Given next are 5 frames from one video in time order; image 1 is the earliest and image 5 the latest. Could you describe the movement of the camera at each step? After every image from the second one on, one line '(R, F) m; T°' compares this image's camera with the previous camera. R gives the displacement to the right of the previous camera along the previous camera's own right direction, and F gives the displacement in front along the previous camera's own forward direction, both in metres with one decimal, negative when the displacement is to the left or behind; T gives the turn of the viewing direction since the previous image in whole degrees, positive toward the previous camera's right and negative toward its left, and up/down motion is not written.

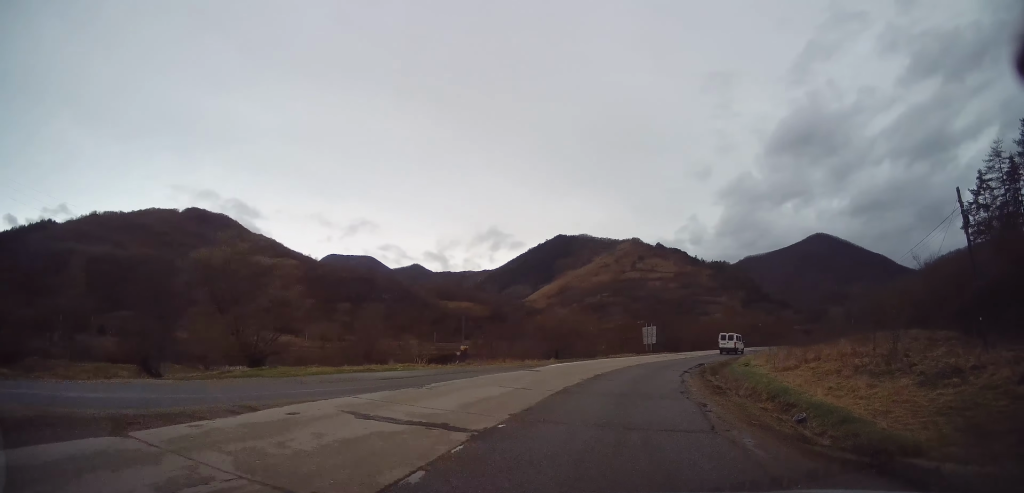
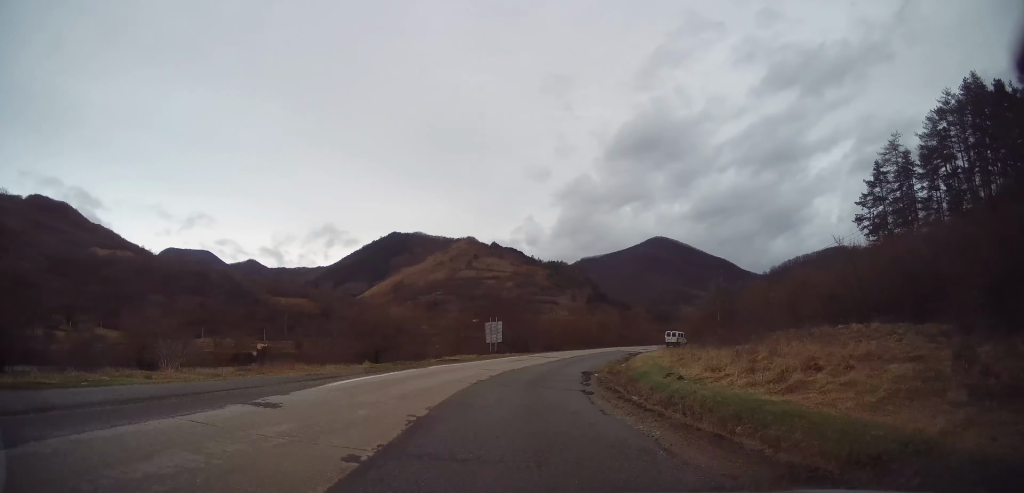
(+2.3, +12.3) m; +13°
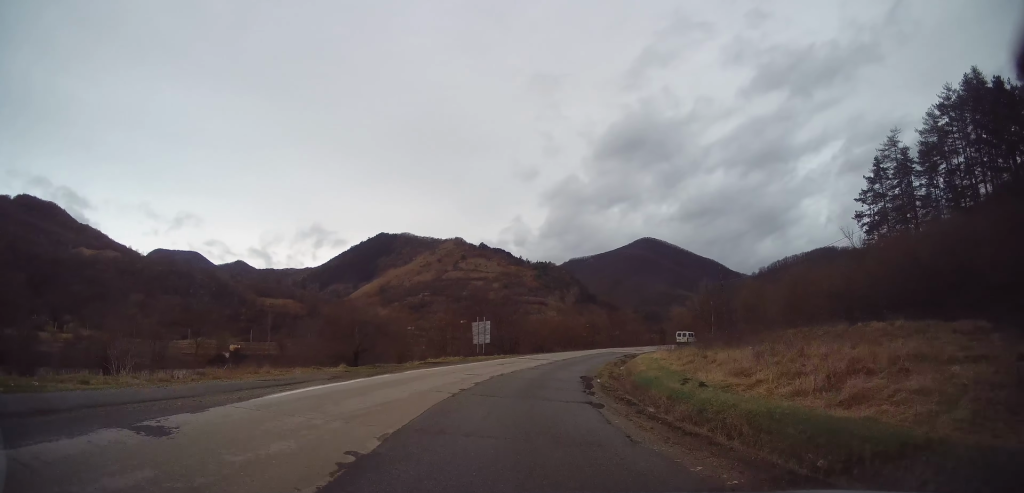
(0.0, +3.1) m; -1°
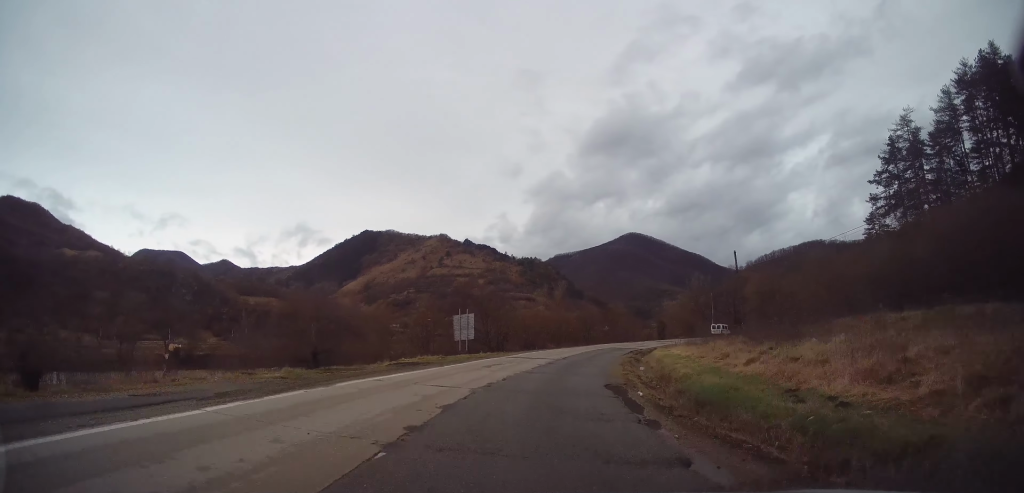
(-0.1, +7.4) m; +4°
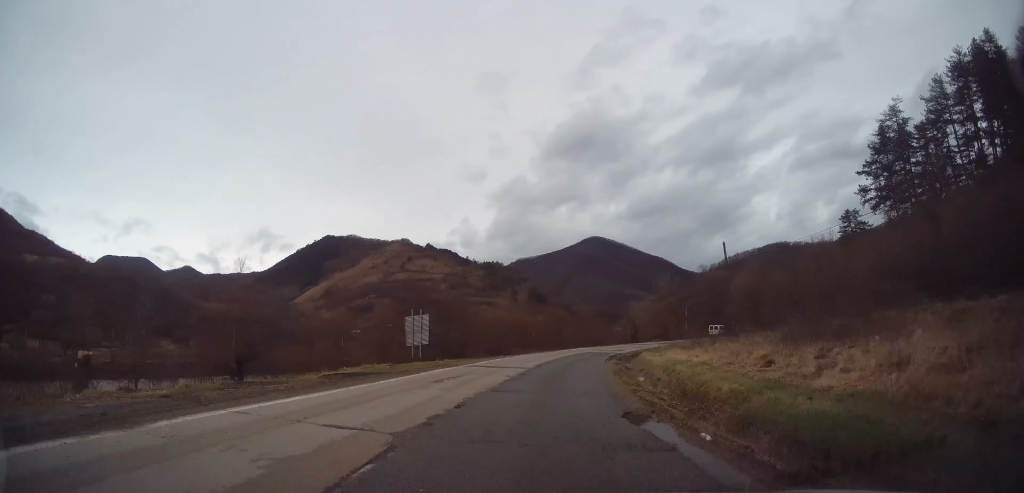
(+0.3, +6.1) m; +6°
